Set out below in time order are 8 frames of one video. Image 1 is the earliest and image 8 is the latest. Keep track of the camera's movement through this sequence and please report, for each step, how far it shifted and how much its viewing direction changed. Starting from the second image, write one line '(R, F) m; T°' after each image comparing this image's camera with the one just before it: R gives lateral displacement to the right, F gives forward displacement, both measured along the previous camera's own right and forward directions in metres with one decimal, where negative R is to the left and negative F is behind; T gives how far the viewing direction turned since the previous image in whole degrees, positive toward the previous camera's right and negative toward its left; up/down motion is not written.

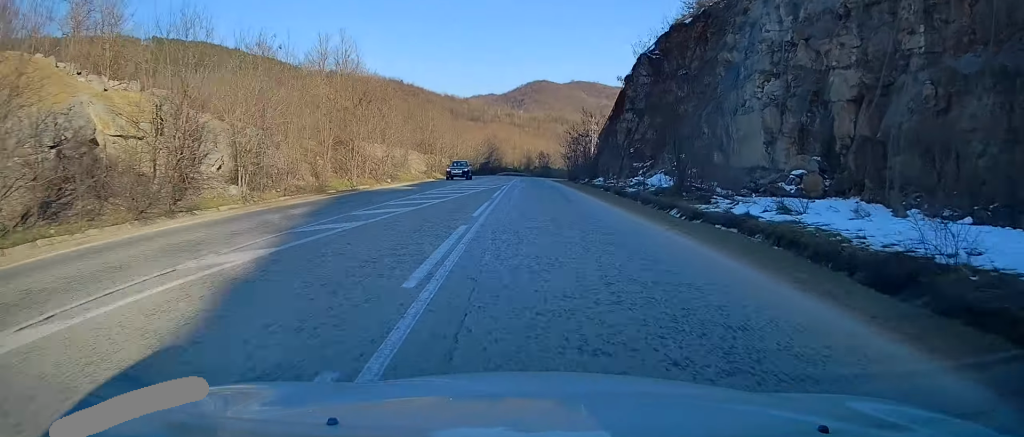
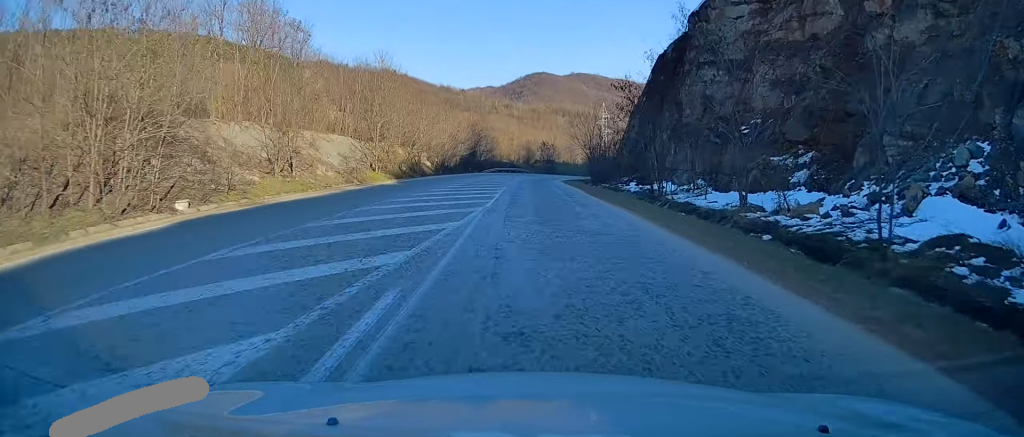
(+0.2, +32.2) m; +1°
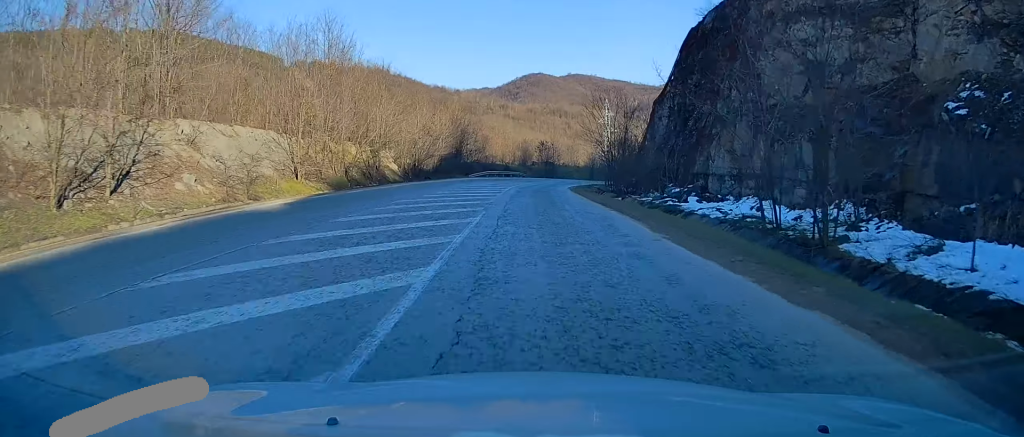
(0.0, +16.0) m; +1°
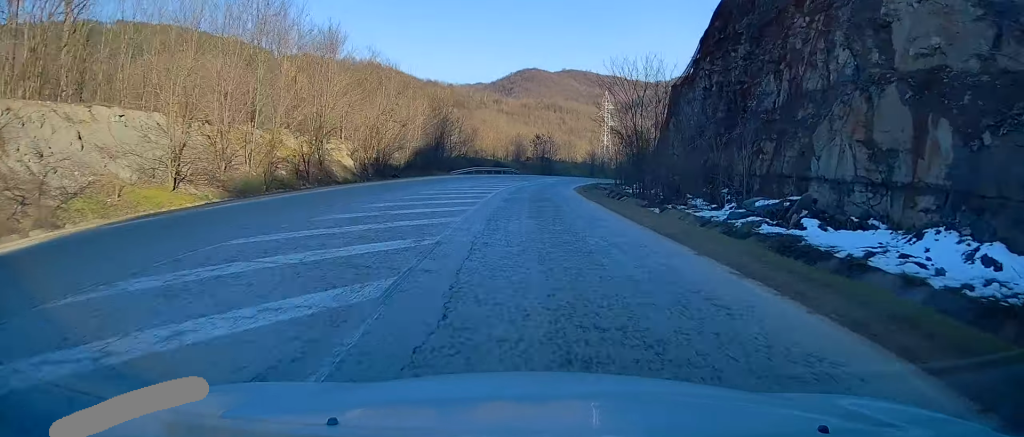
(+0.1, +11.9) m; +1°
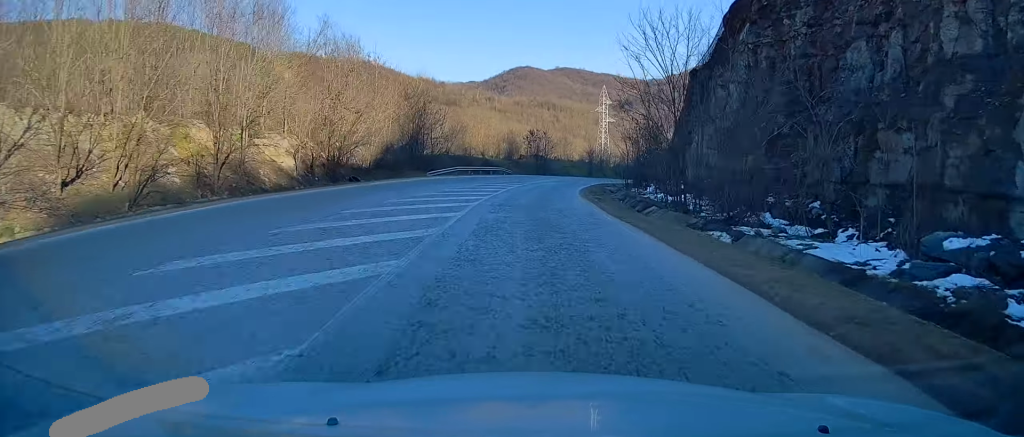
(+0.1, +9.5) m; +1°
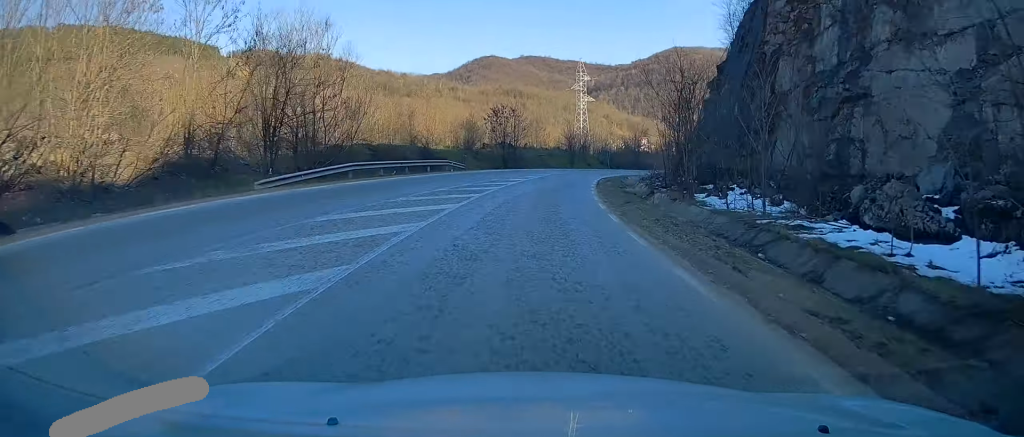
(+0.4, +24.6) m; +3°
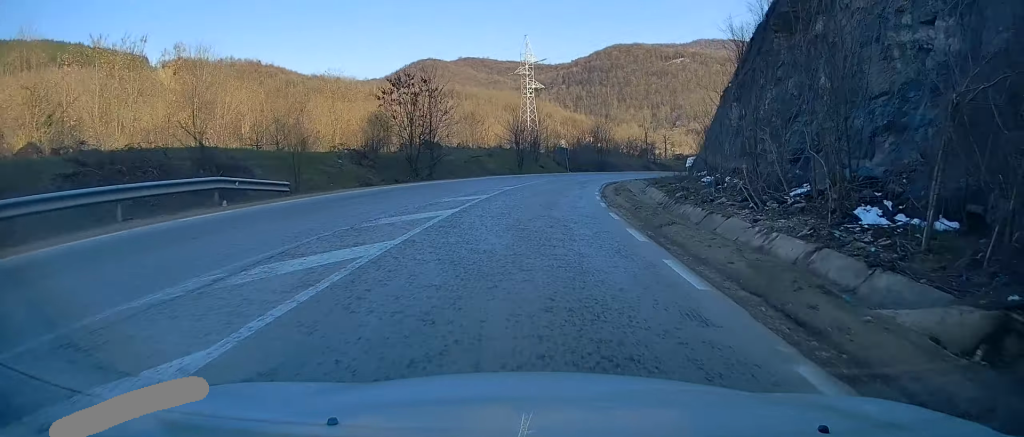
(+1.2, +26.3) m; +6°
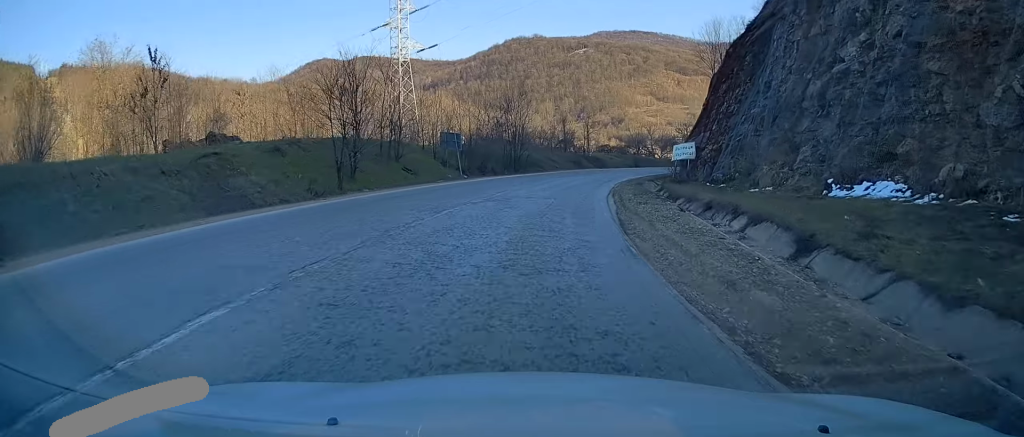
(+3.6, +36.3) m; +10°
